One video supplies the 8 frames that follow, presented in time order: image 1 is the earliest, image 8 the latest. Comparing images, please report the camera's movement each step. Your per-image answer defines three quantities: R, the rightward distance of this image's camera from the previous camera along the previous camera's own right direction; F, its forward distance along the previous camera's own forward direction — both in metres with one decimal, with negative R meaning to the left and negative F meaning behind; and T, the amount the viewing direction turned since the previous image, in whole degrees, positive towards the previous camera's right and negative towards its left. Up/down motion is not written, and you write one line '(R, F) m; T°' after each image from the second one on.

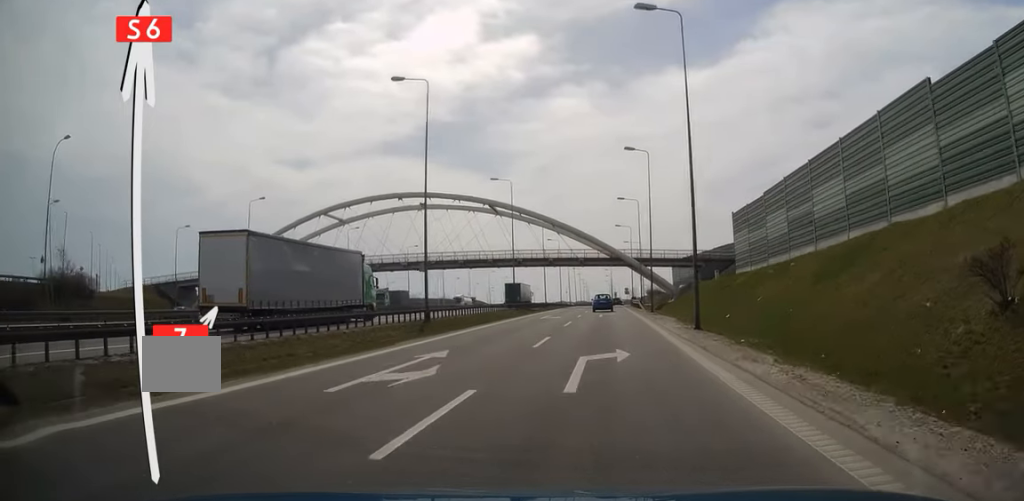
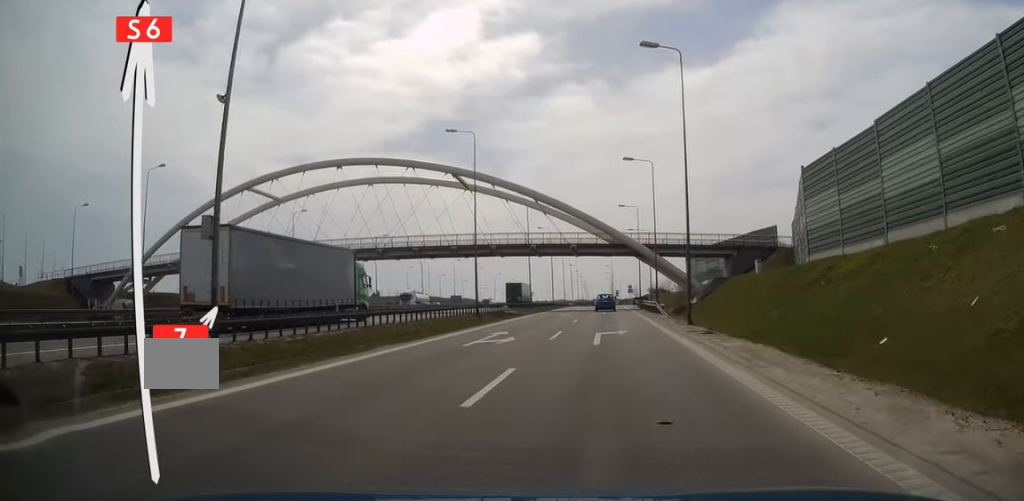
(0.0, +21.4) m; 0°
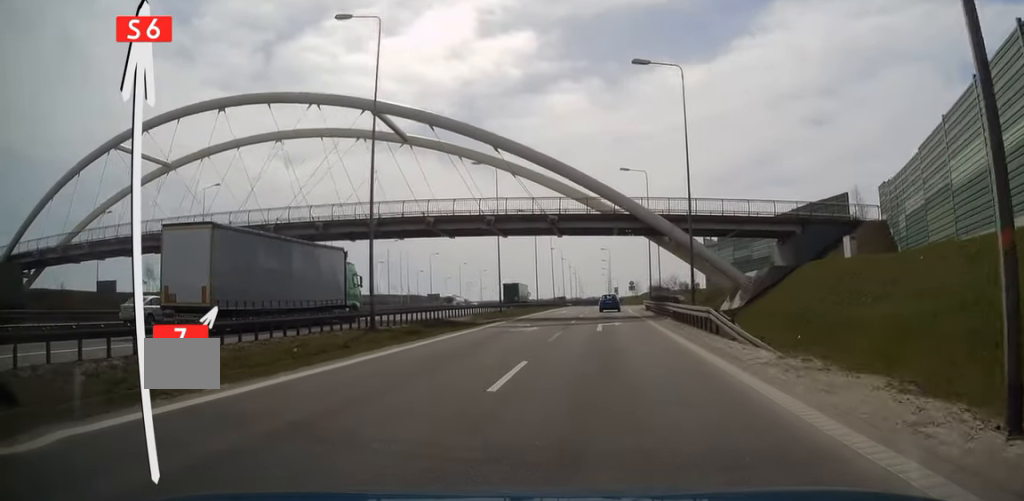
(0.0, +22.9) m; 0°
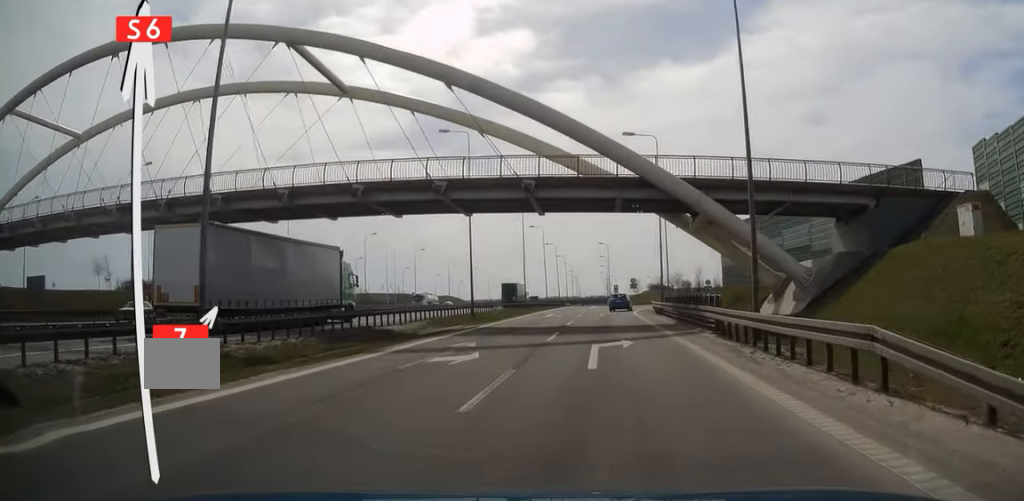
(0.0, +12.8) m; 0°
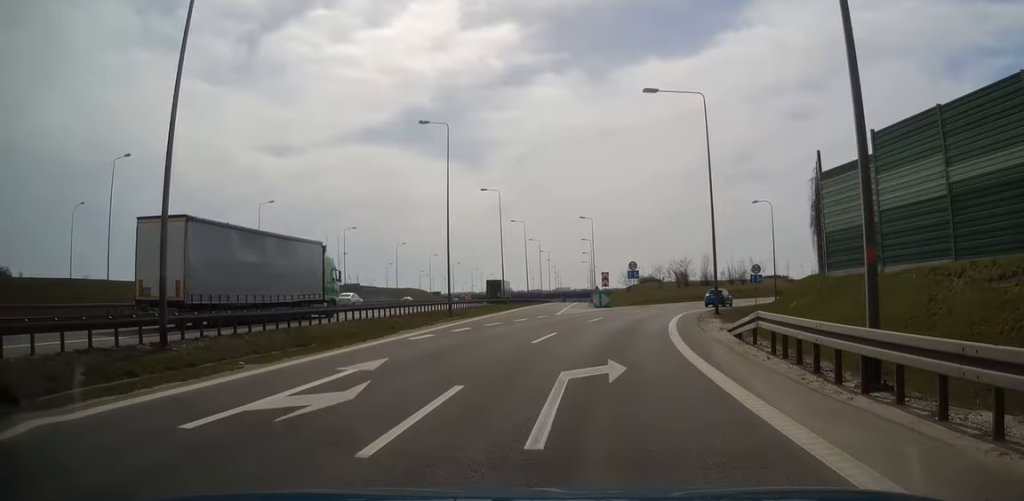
(+0.4, +35.9) m; +3°
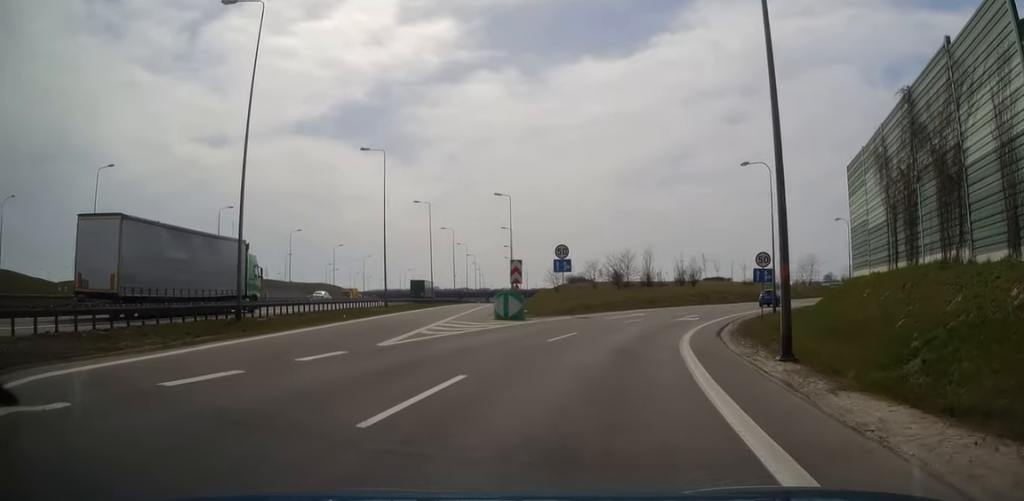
(+0.8, +22.3) m; +6°
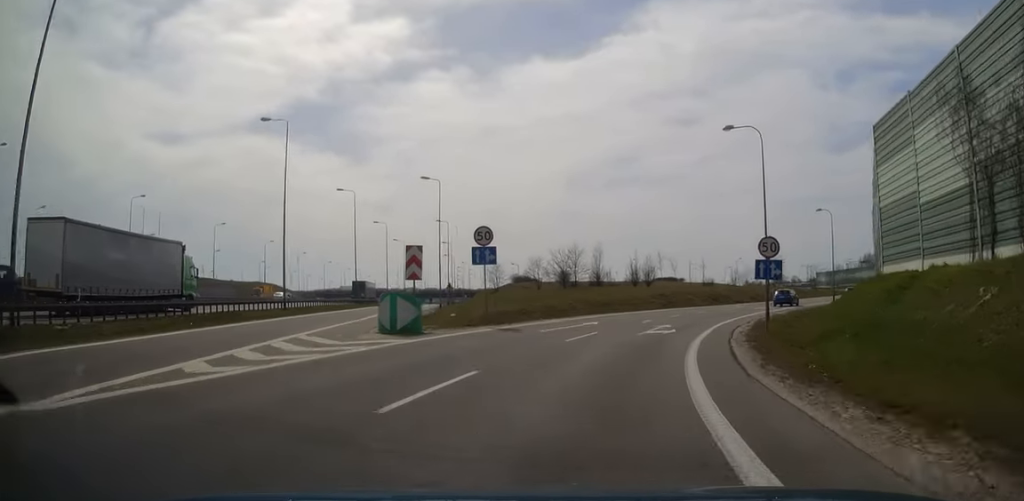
(+0.3, +10.7) m; +5°
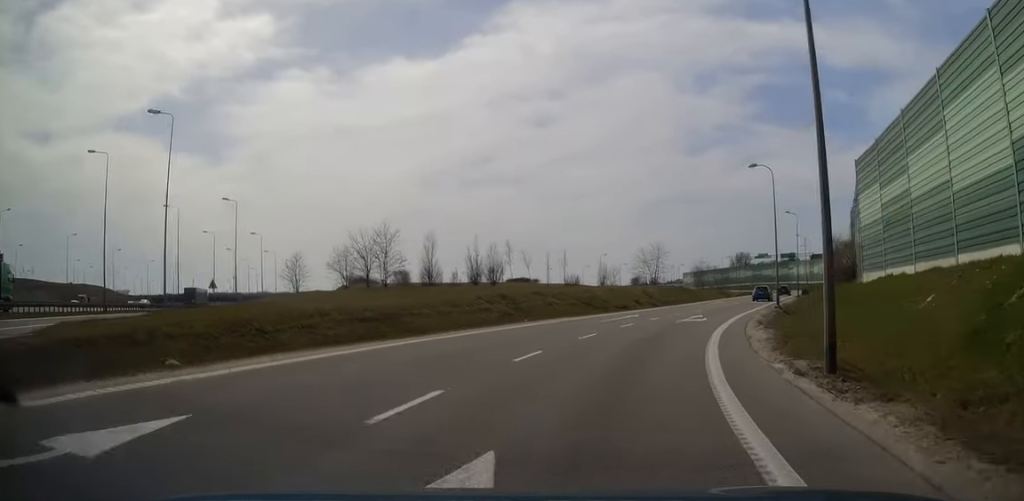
(+2.9, +23.9) m; +15°
